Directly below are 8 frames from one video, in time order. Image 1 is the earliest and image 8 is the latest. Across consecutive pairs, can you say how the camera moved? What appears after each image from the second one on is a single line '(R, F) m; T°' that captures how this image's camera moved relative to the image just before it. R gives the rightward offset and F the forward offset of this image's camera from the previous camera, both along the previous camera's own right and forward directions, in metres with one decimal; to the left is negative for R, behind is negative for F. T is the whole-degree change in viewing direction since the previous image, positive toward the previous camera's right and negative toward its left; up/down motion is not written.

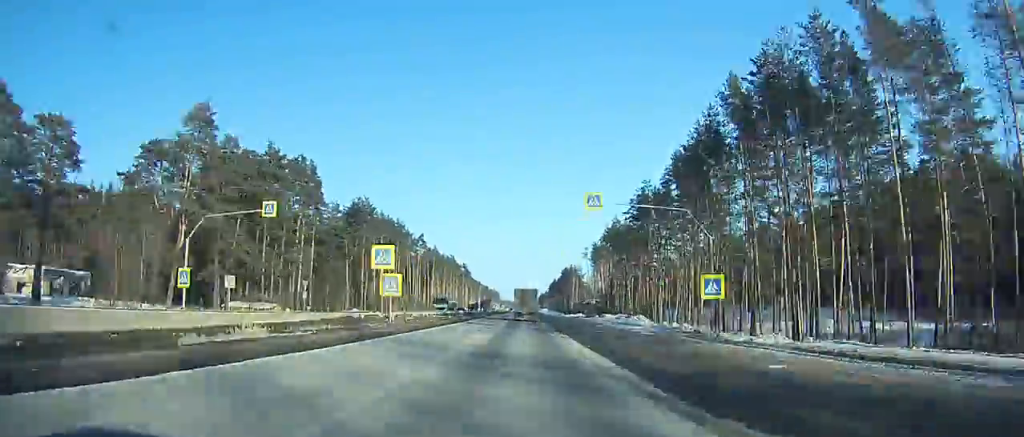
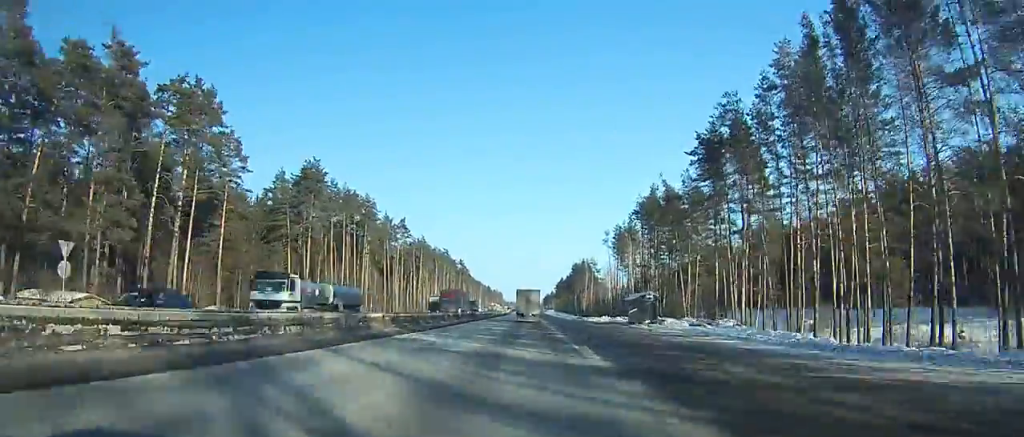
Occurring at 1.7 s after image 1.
(-1.1, +40.1) m; -2°
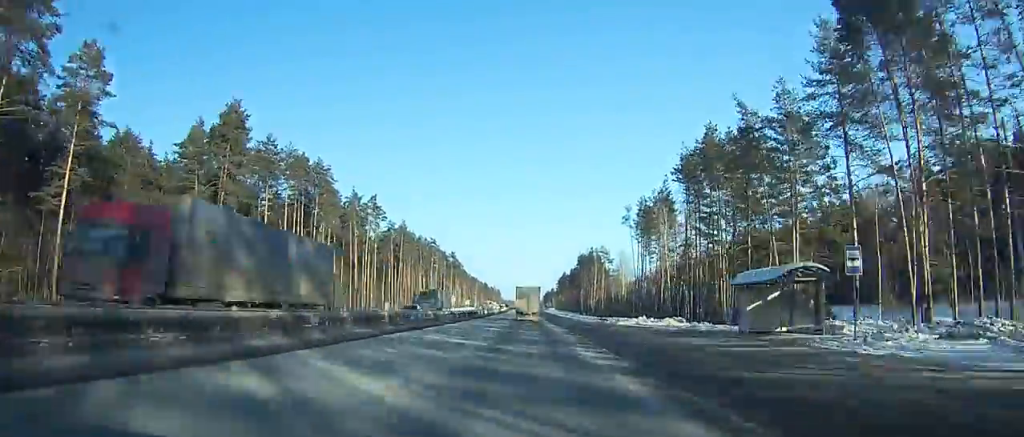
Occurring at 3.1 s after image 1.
(0.0, +34.8) m; 0°
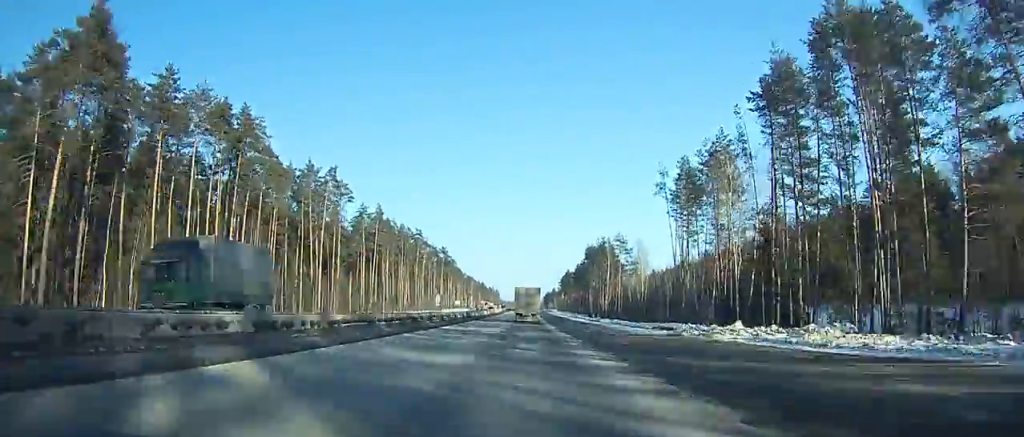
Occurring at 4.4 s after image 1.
(0.0, +32.3) m; 0°
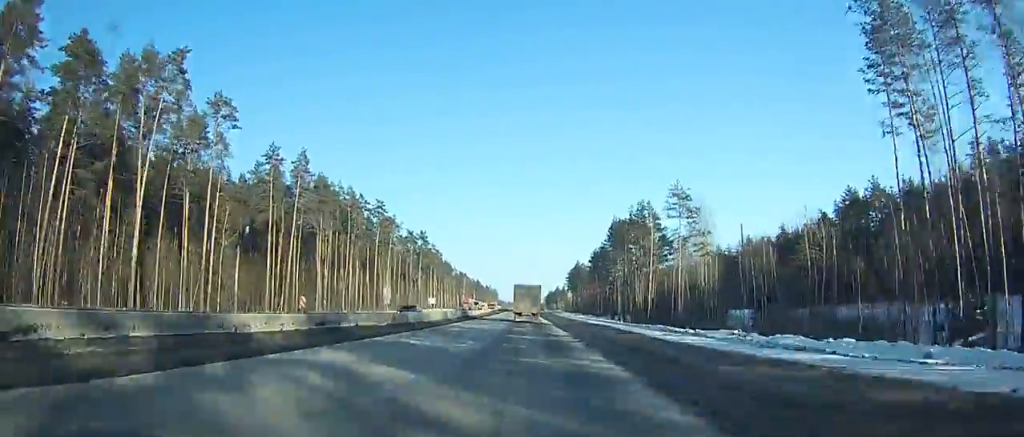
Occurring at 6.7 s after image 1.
(0.0, +56.3) m; 0°
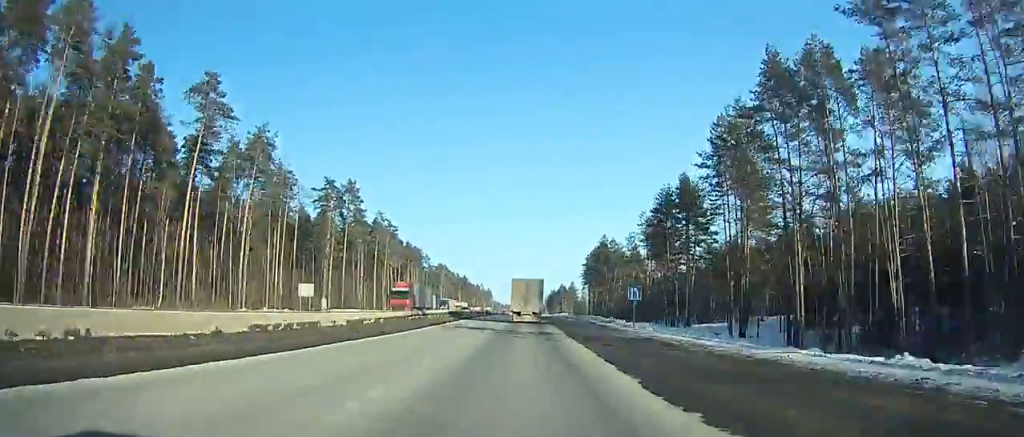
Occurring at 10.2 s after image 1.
(+0.2, +83.0) m; 0°
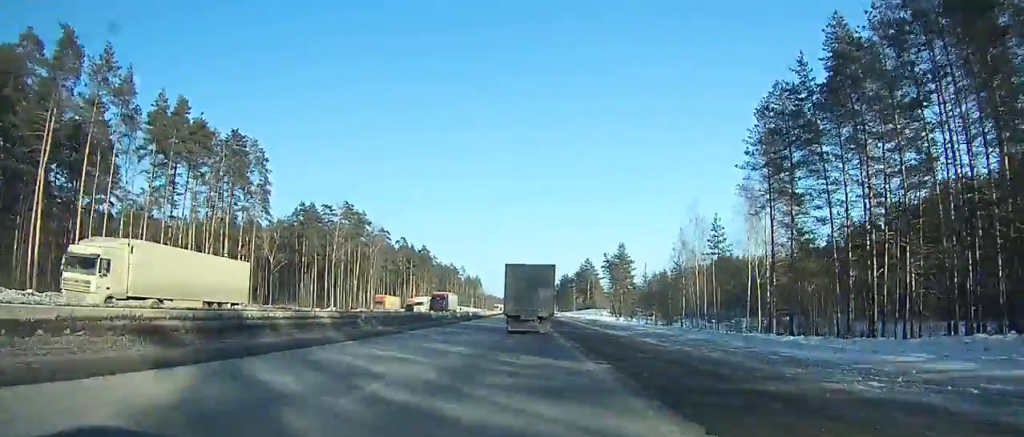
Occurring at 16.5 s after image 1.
(+0.1, +150.3) m; 0°
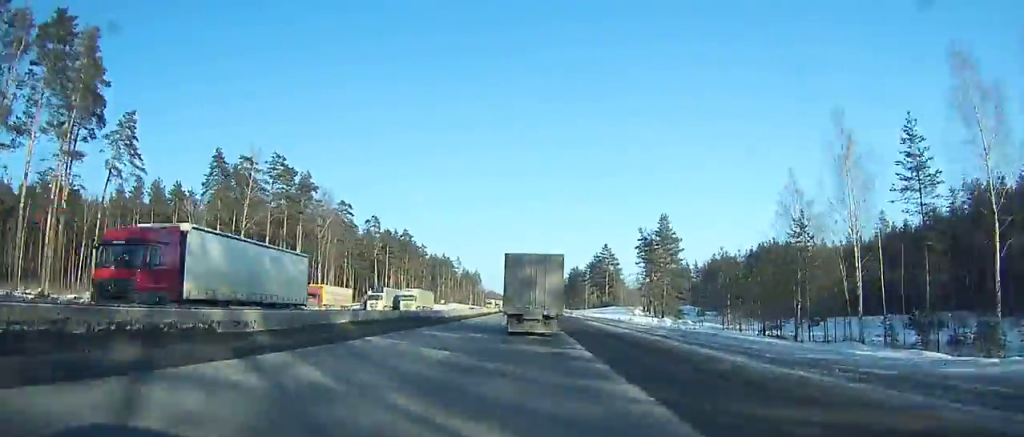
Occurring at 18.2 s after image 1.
(-0.1, +44.6) m; 0°
